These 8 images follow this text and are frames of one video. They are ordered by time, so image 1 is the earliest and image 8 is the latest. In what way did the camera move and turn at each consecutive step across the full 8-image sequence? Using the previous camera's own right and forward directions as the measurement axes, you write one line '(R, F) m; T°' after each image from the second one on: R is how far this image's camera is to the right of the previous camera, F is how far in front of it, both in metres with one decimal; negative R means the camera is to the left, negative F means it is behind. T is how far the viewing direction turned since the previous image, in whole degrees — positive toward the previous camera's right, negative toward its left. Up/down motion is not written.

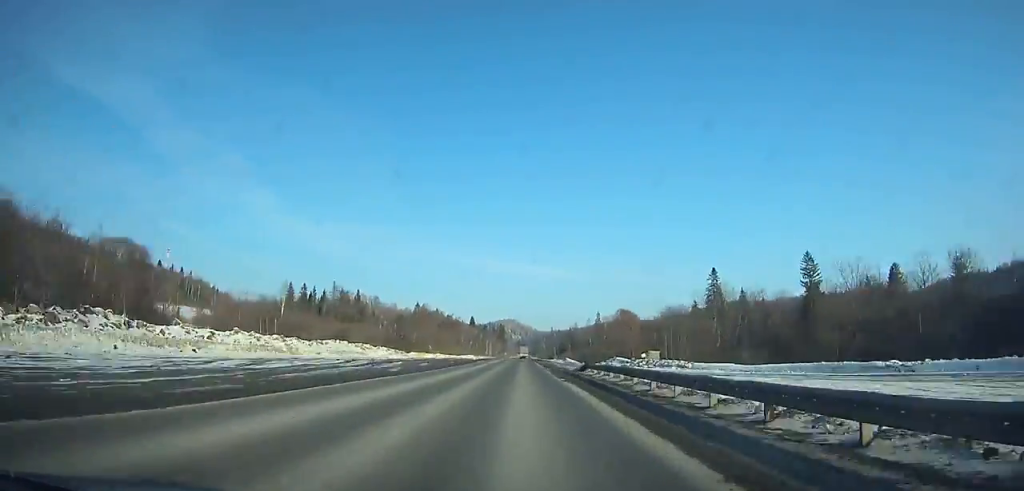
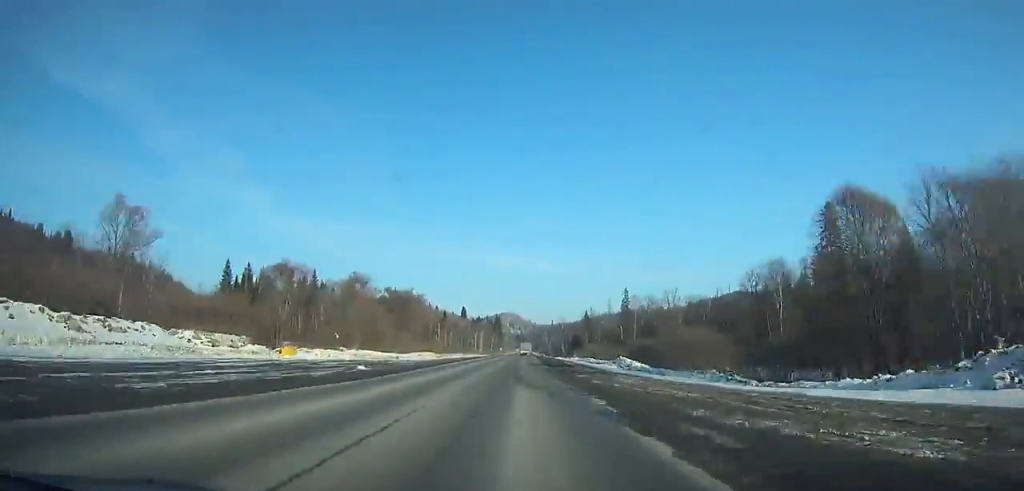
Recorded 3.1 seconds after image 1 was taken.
(-0.1, +67.3) m; 0°
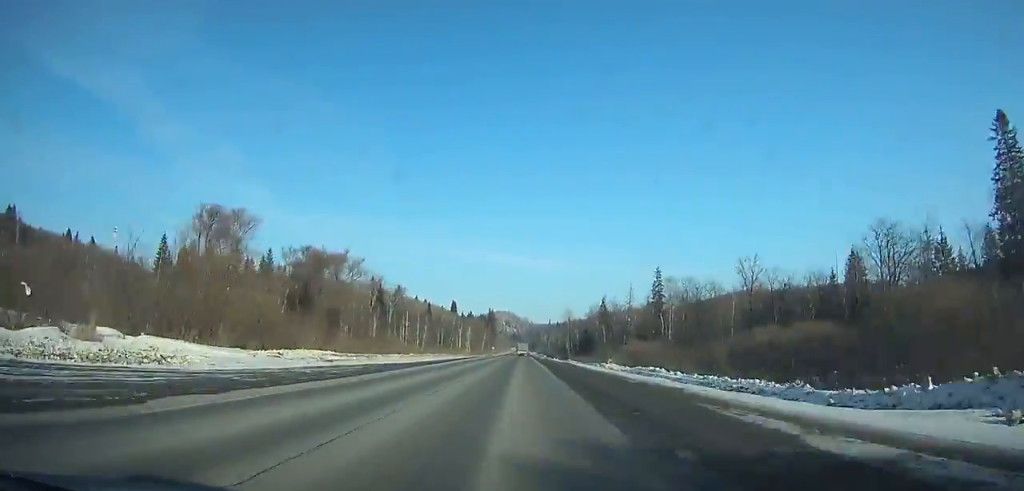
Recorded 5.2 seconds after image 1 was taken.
(0.0, +45.7) m; 0°
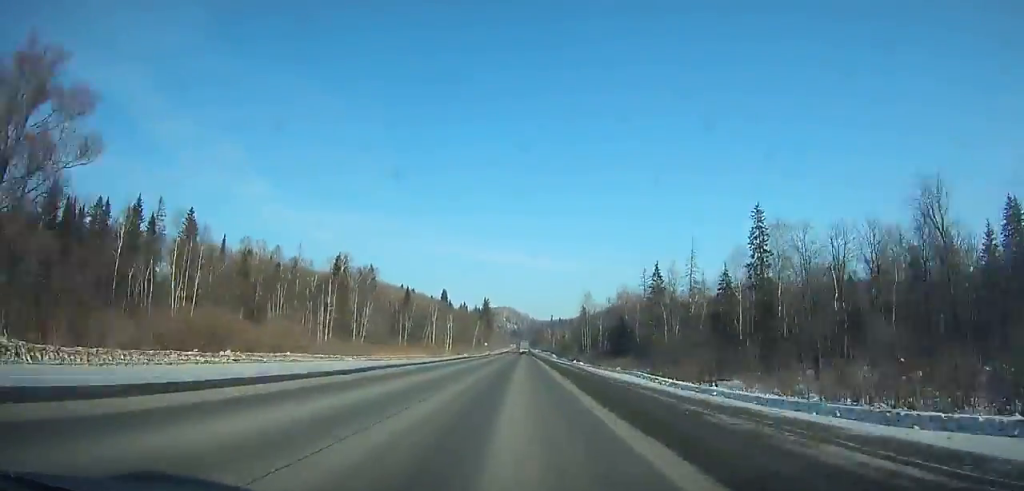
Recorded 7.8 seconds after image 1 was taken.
(0.0, +56.9) m; 0°
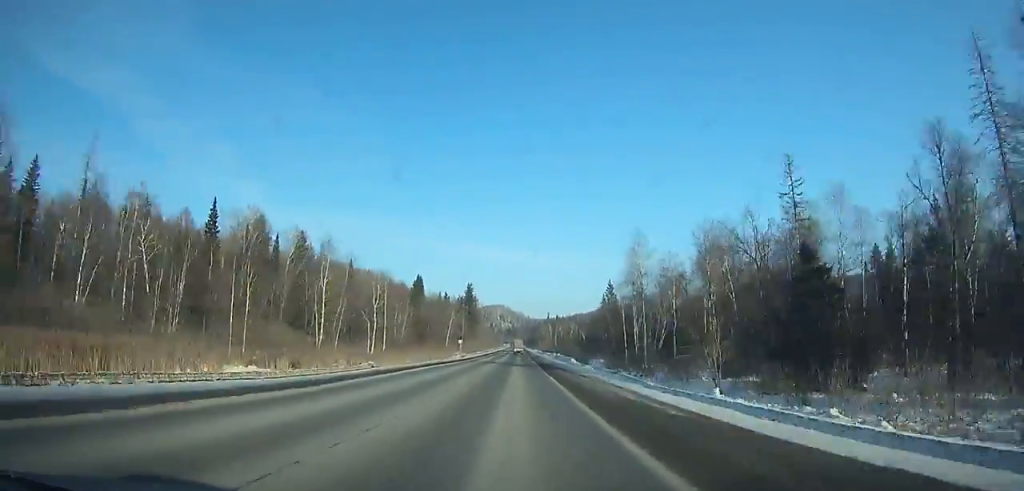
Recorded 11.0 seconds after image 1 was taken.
(+0.1, +71.0) m; 0°
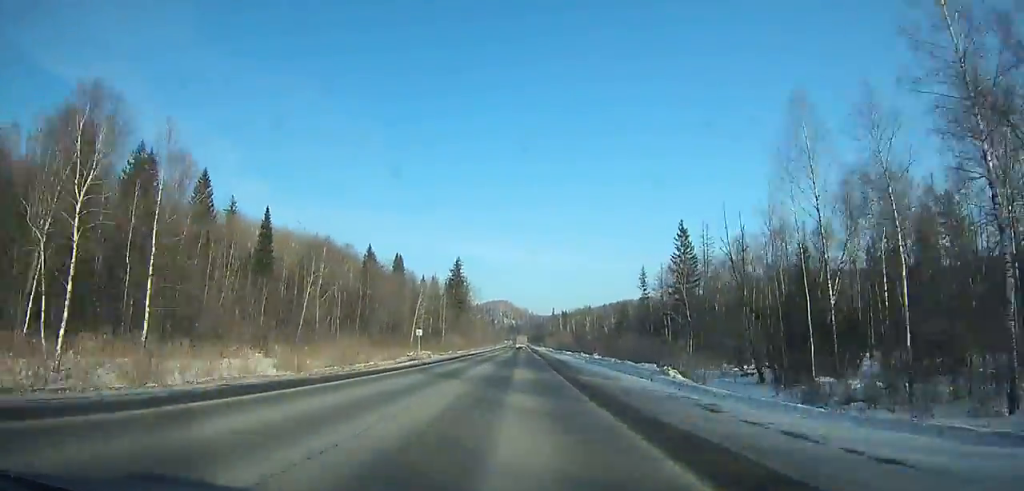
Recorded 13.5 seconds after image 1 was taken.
(-0.2, +56.4) m; 0°
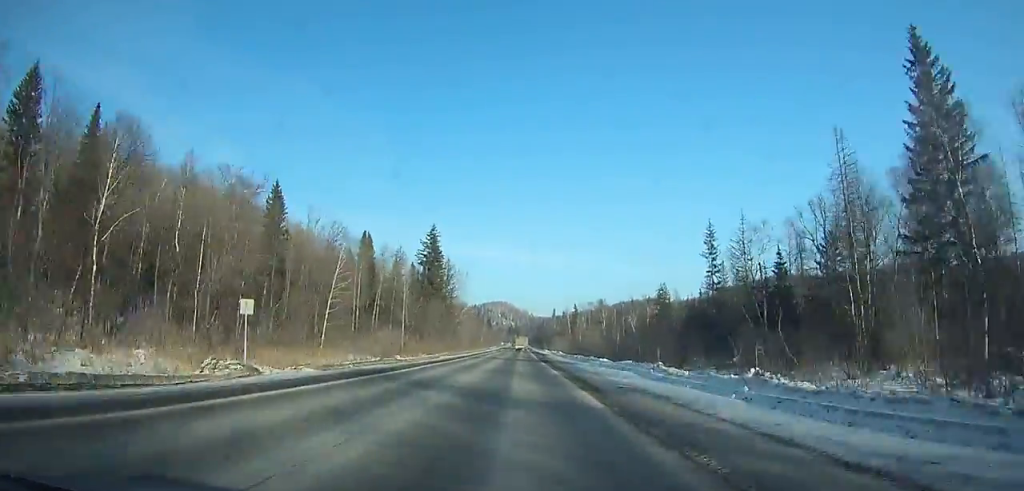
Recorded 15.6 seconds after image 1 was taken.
(-0.1, +48.1) m; 0°
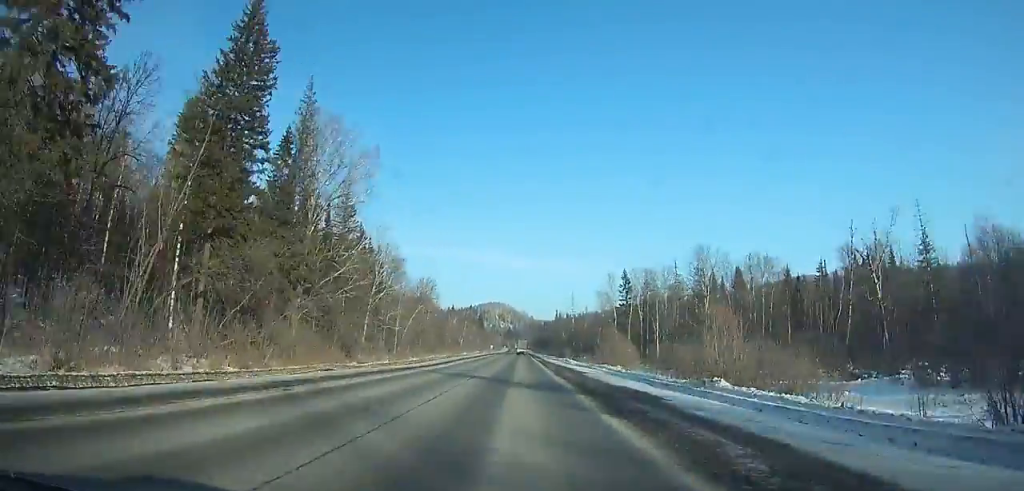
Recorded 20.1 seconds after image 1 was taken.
(+0.4, +104.7) m; 0°
